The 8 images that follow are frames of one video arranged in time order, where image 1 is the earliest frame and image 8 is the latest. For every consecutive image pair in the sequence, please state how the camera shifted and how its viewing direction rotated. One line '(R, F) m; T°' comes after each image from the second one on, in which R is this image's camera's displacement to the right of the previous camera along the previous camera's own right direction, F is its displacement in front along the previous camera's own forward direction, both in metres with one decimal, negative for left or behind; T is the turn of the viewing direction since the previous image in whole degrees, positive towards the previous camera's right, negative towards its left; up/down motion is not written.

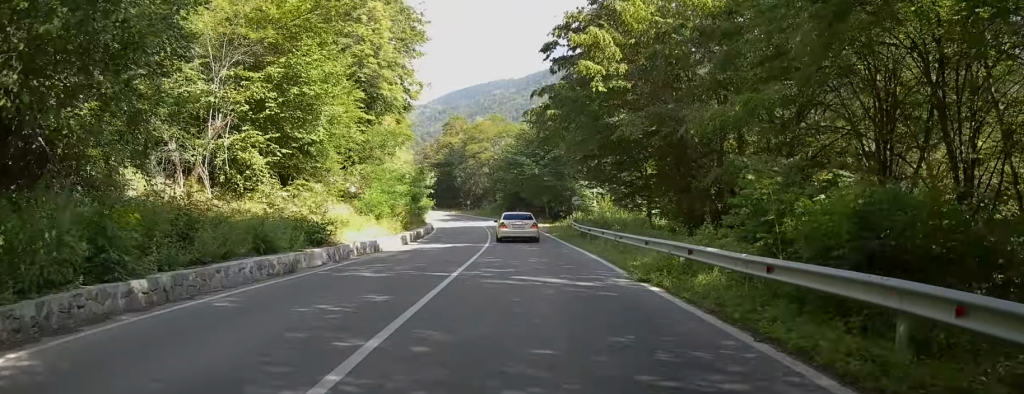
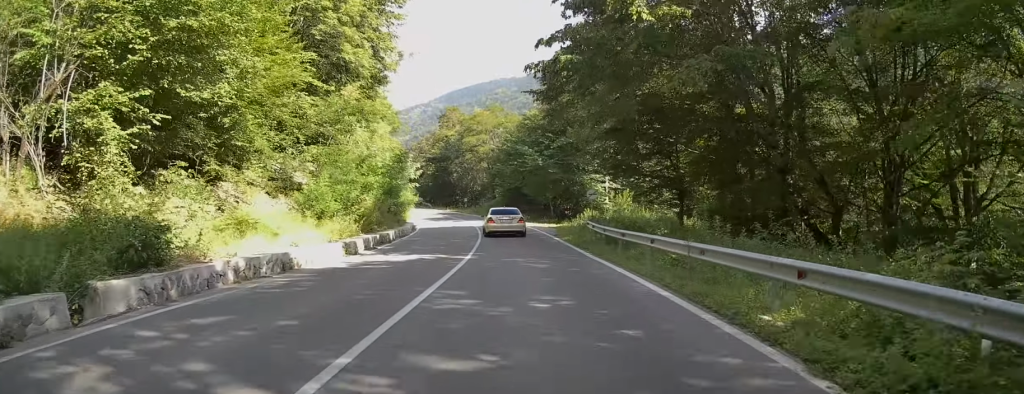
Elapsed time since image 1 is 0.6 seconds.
(+0.3, +9.3) m; 0°
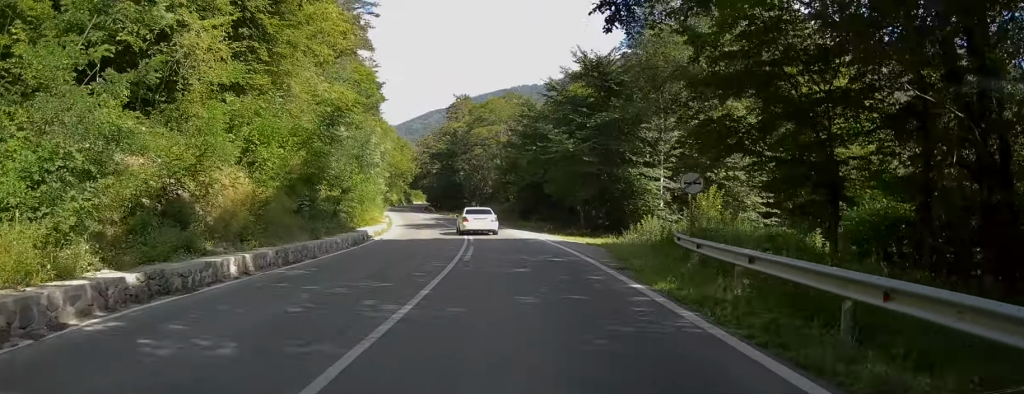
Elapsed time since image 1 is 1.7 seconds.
(0.0, +17.7) m; -2°
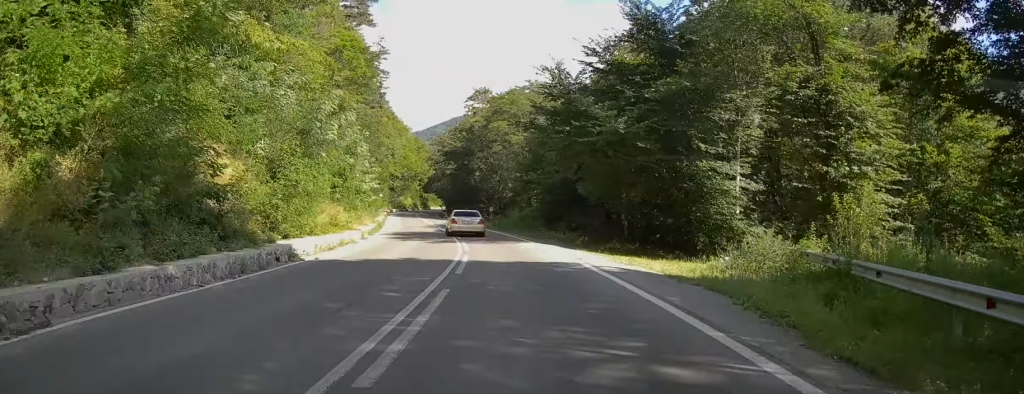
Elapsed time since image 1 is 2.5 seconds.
(-0.2, +11.7) m; -2°
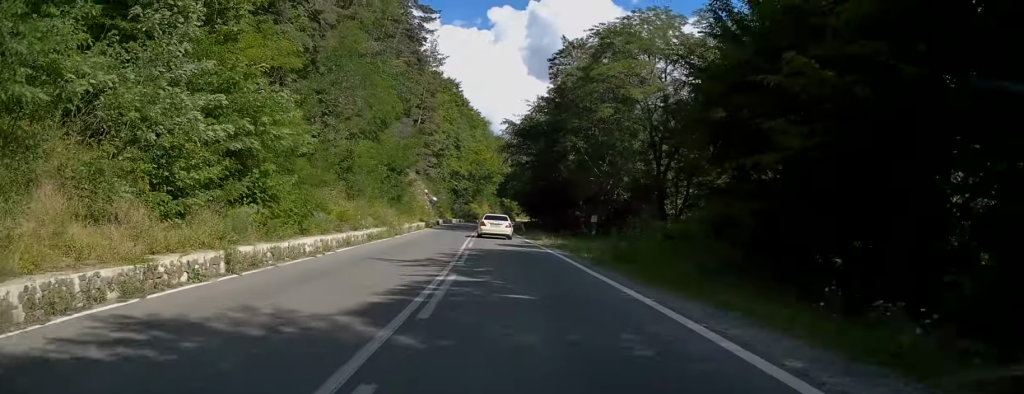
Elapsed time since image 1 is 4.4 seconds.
(-1.5, +32.9) m; -6°
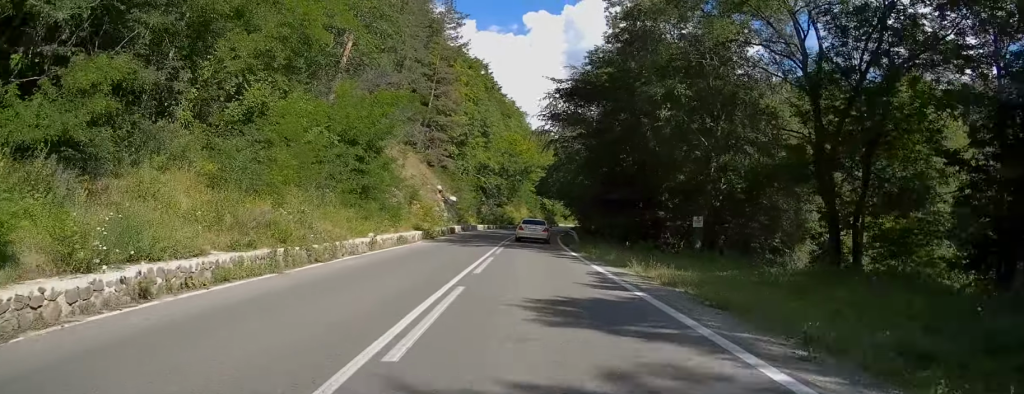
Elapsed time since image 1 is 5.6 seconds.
(-0.8, +19.8) m; -3°
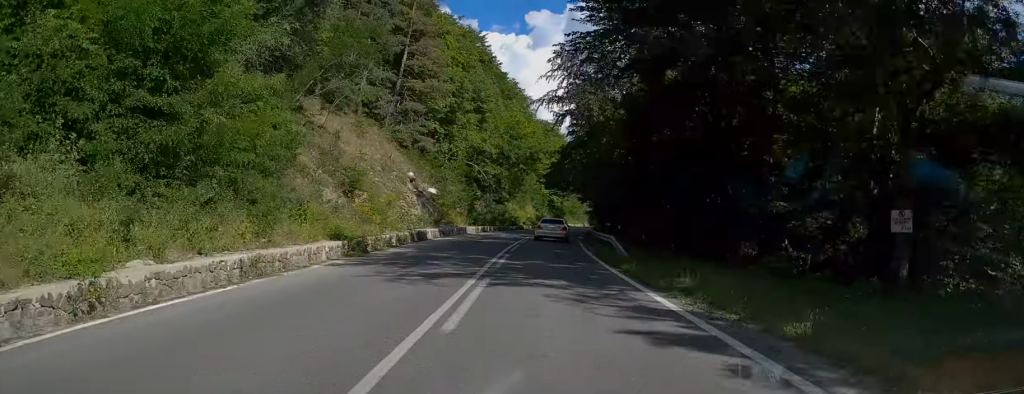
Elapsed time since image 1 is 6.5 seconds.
(-0.2, +15.9) m; -1°
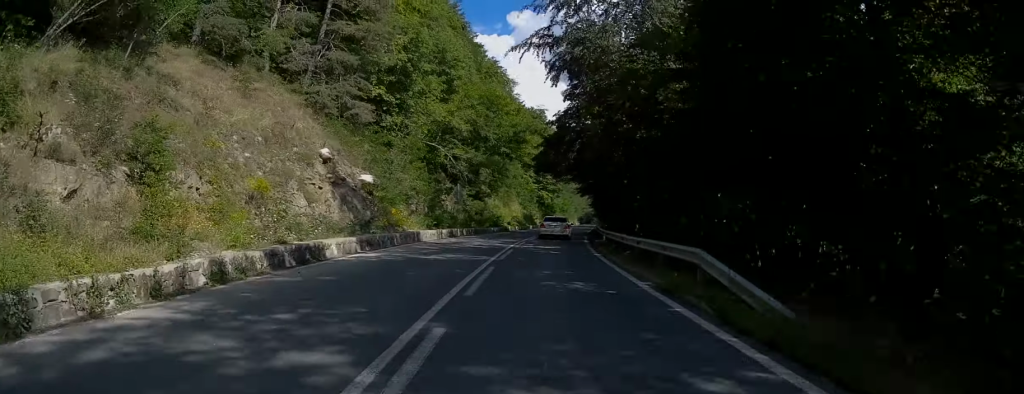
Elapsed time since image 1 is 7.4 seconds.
(0.0, +14.5) m; +1°
